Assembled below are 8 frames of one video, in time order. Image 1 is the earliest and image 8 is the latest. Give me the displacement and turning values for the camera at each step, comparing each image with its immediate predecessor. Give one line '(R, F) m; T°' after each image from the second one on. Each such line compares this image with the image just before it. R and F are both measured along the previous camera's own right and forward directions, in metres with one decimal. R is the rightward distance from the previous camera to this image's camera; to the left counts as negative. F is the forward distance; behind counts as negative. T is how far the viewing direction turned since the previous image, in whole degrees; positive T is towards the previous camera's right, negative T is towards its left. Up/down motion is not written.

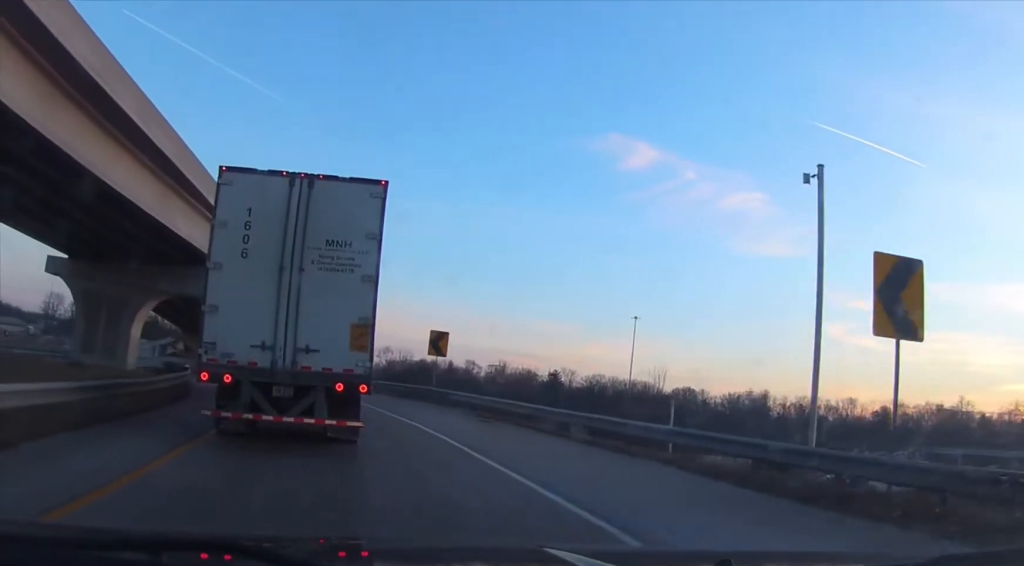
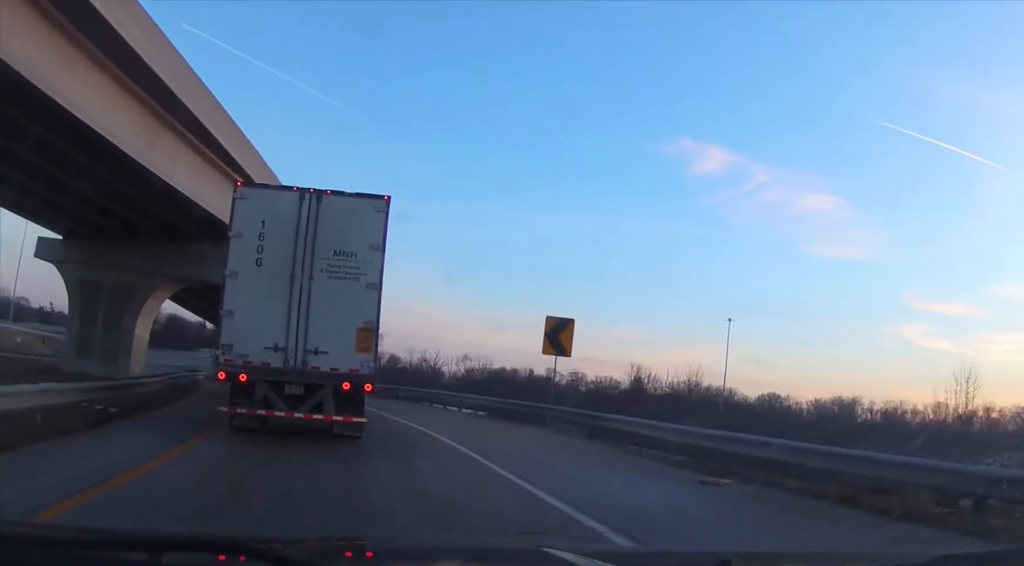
(+0.7, +11.4) m; +2°
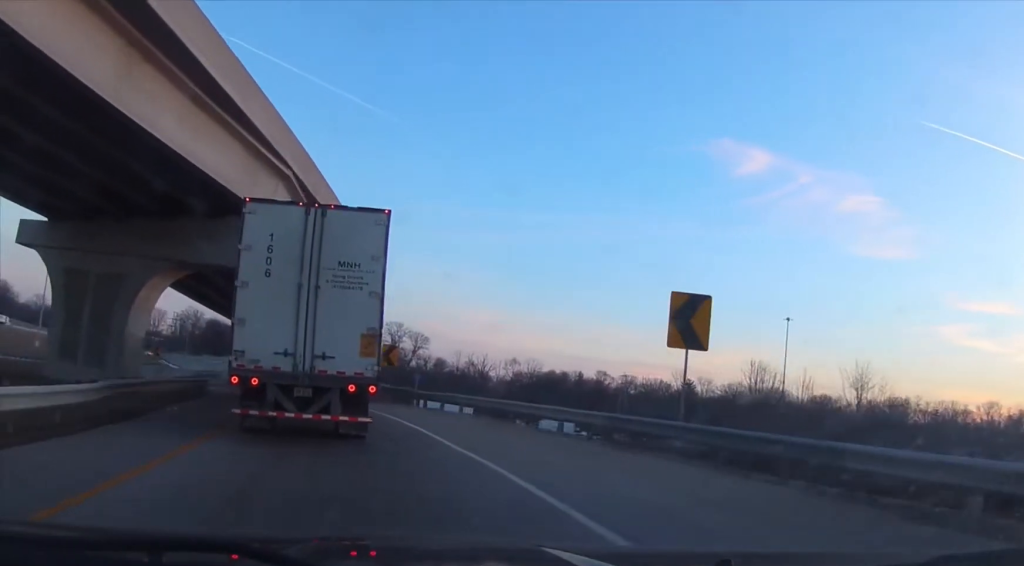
(-0.3, +6.9) m; -2°
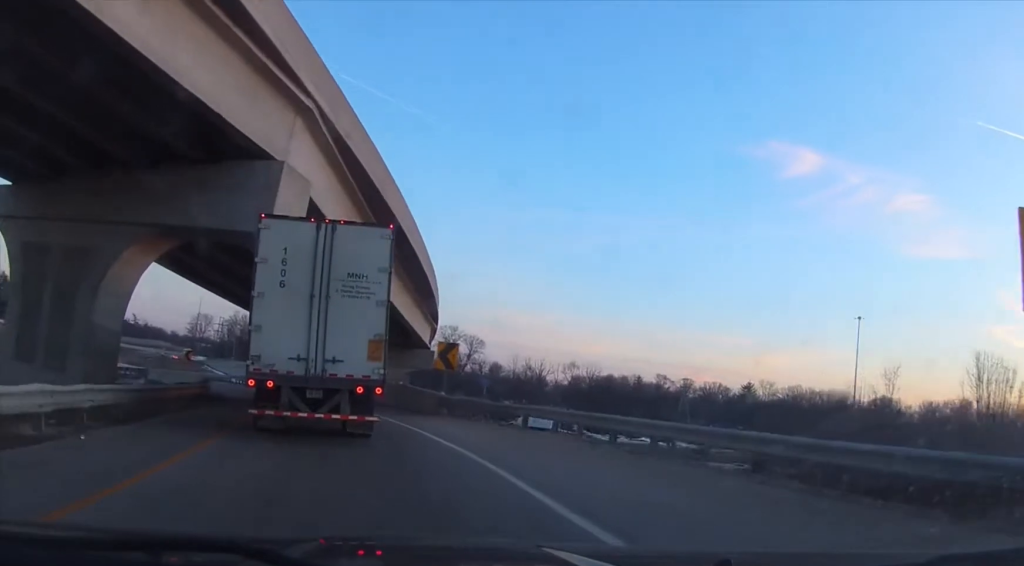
(0.0, +8.1) m; -6°
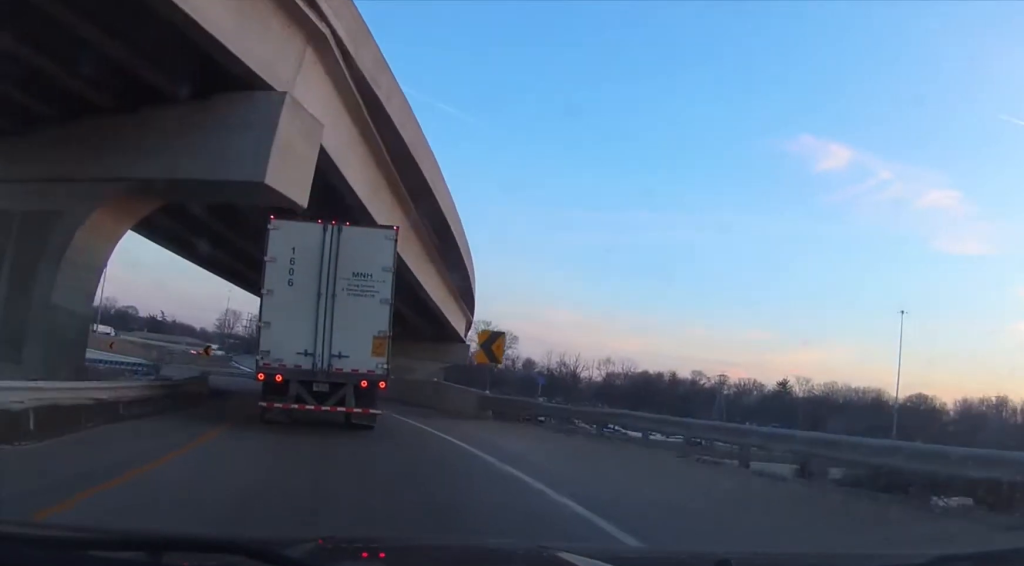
(-0.4, +4.6) m; -4°
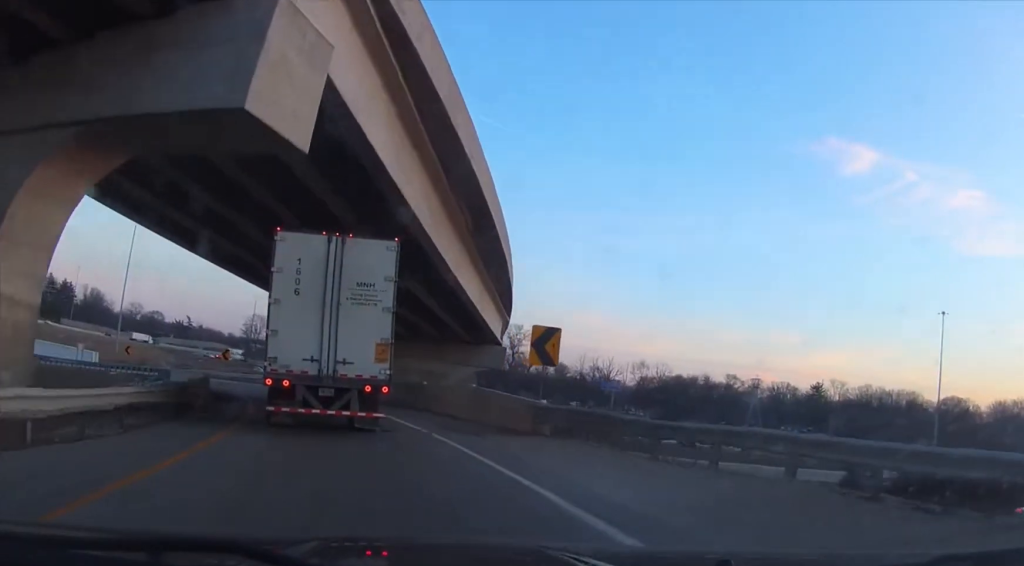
(-0.3, +4.3) m; -3°
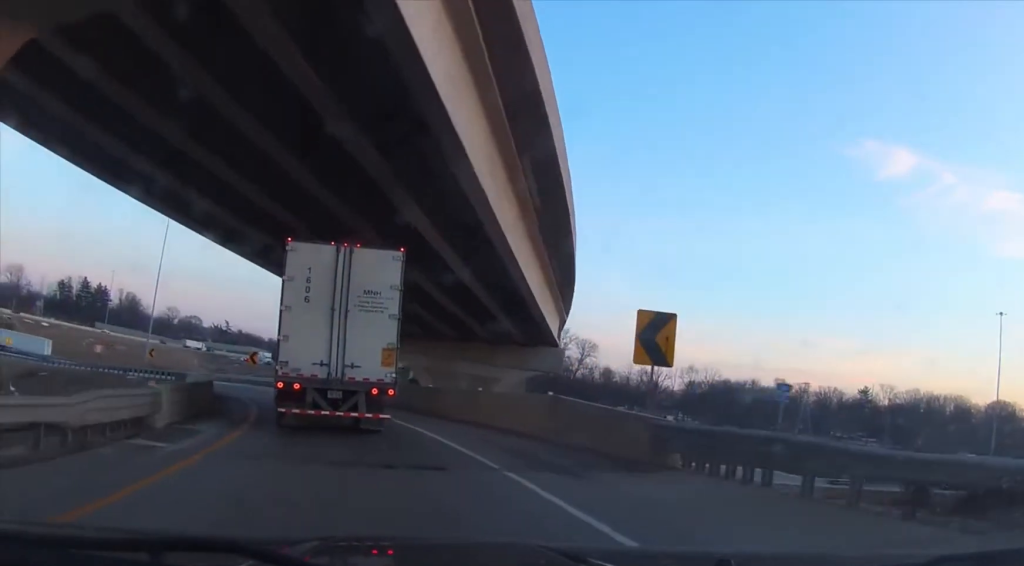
(0.0, +5.9) m; 0°
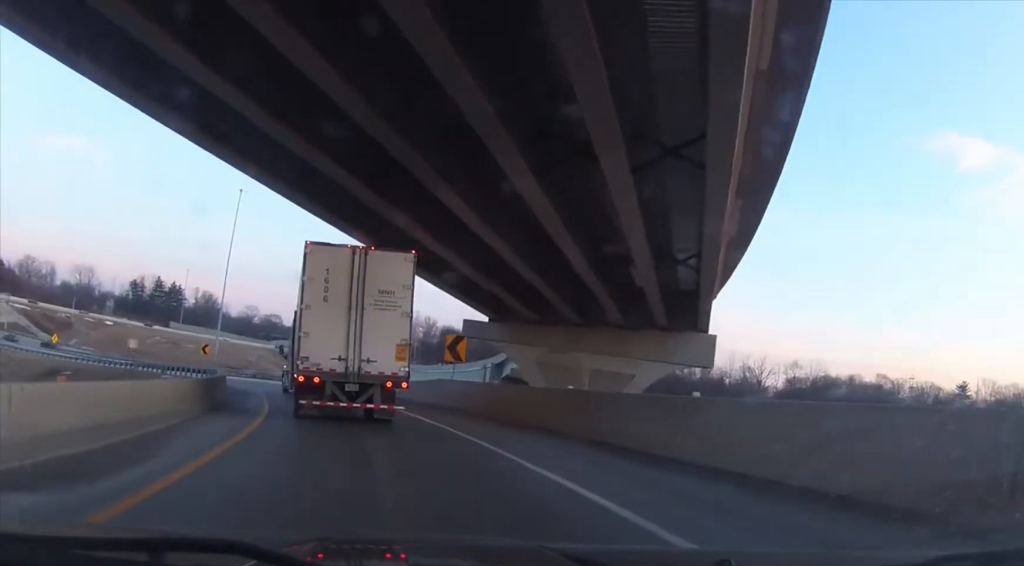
(-0.1, +12.0) m; -5°
